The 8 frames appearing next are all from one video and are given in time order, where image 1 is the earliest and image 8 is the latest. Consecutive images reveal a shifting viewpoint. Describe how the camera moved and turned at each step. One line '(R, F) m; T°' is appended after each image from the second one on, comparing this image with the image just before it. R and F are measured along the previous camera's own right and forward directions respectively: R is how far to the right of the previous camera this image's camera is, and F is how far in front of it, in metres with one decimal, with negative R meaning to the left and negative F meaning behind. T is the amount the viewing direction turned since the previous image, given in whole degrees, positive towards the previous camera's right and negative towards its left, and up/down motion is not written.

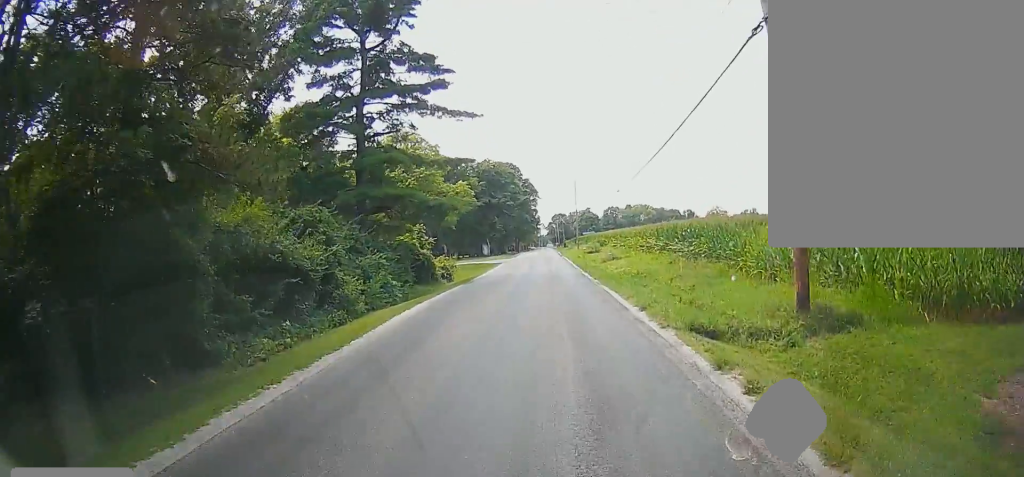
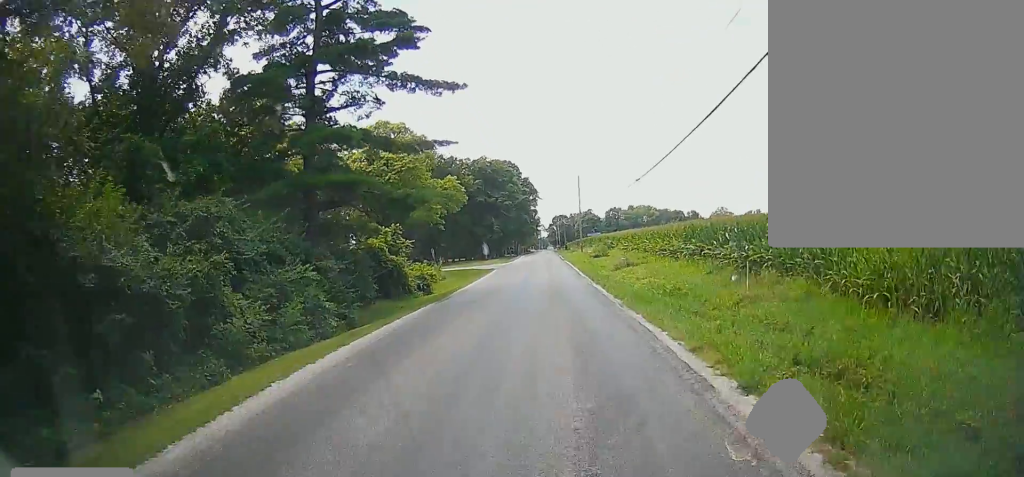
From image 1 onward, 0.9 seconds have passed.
(0.0, +8.2) m; 0°
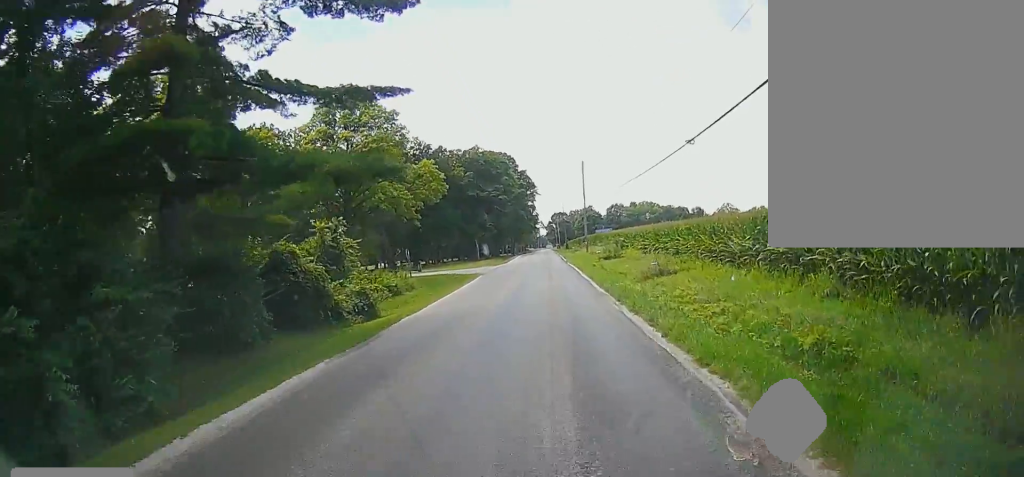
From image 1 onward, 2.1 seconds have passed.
(0.0, +12.0) m; 0°
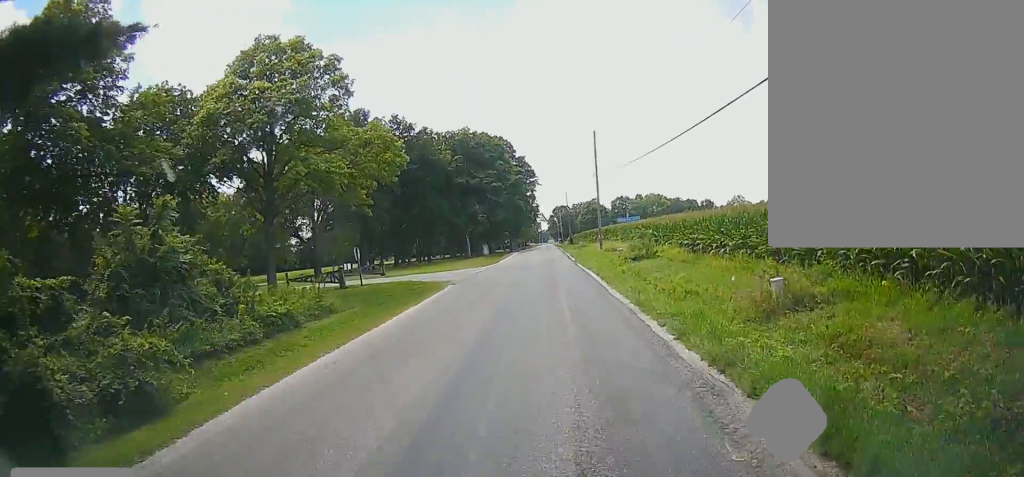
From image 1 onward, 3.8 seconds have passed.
(0.0, +15.7) m; 0°
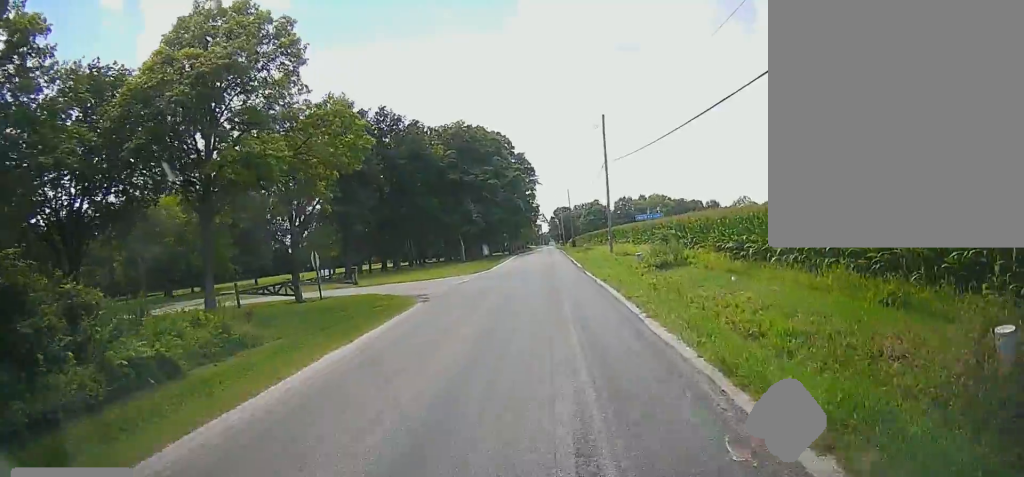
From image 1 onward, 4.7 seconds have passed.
(0.0, +8.4) m; -3°
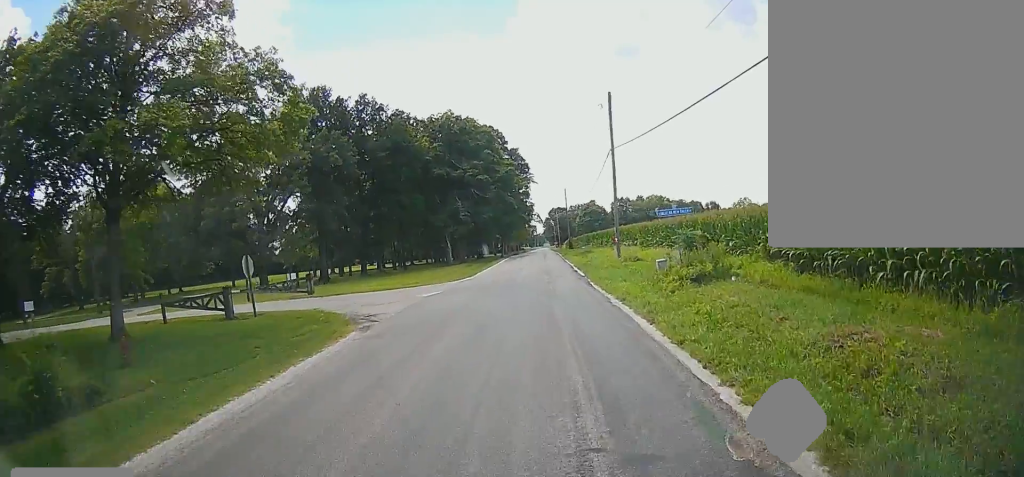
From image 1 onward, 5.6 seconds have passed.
(-0.5, +8.6) m; -4°
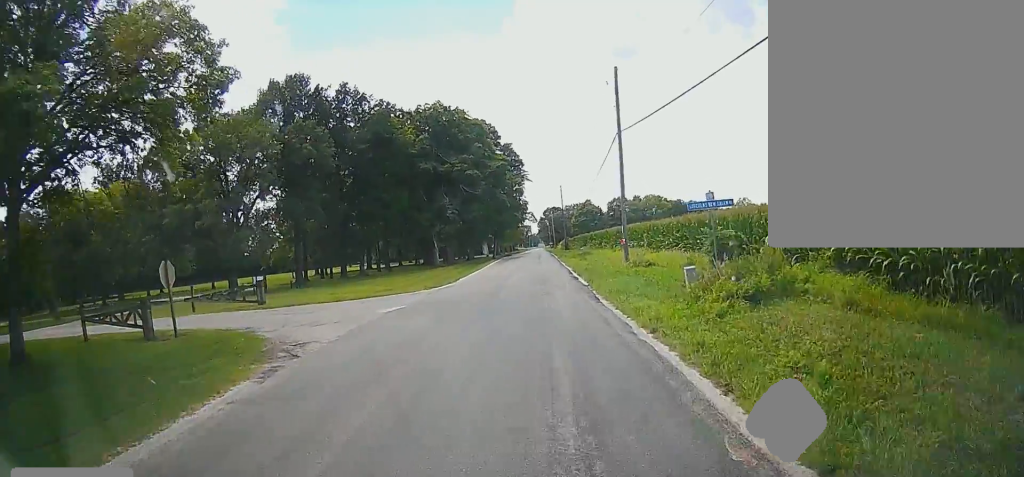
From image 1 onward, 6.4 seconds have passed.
(-0.2, +6.9) m; -2°
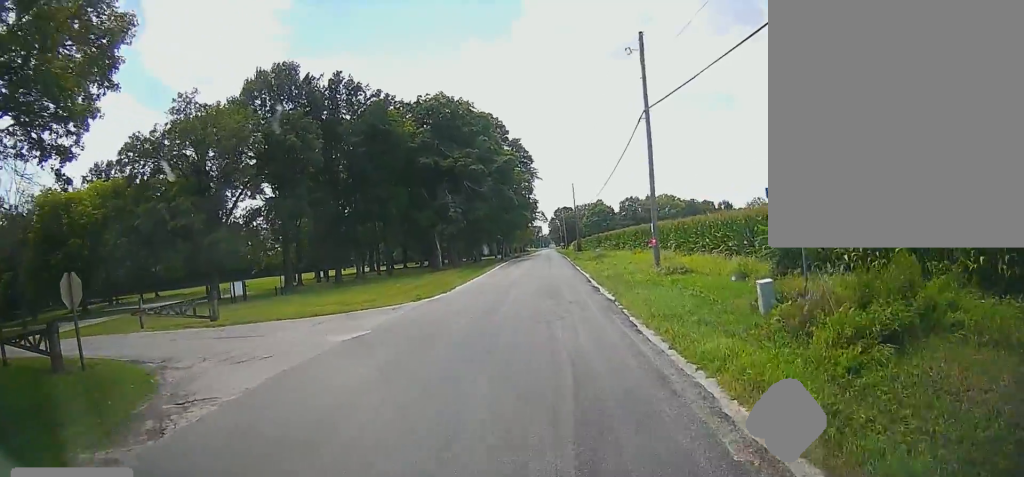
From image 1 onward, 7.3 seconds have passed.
(0.0, +6.9) m; 0°
